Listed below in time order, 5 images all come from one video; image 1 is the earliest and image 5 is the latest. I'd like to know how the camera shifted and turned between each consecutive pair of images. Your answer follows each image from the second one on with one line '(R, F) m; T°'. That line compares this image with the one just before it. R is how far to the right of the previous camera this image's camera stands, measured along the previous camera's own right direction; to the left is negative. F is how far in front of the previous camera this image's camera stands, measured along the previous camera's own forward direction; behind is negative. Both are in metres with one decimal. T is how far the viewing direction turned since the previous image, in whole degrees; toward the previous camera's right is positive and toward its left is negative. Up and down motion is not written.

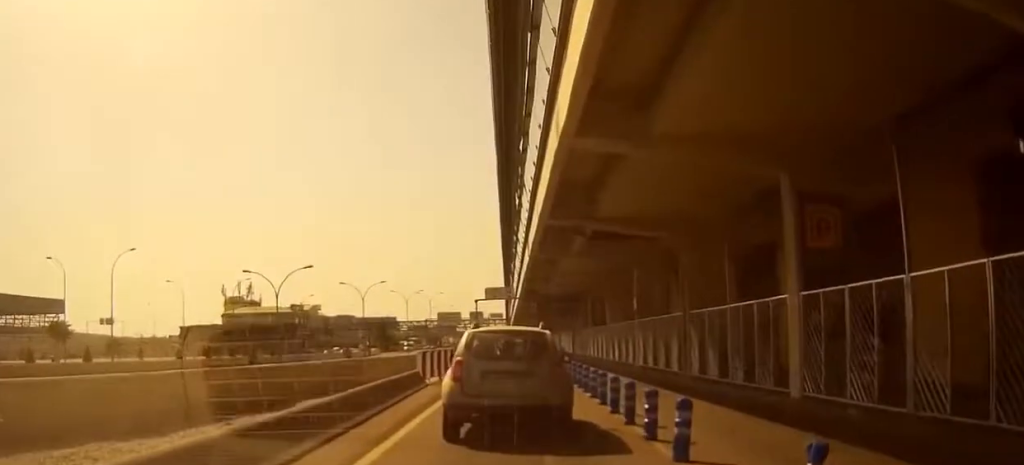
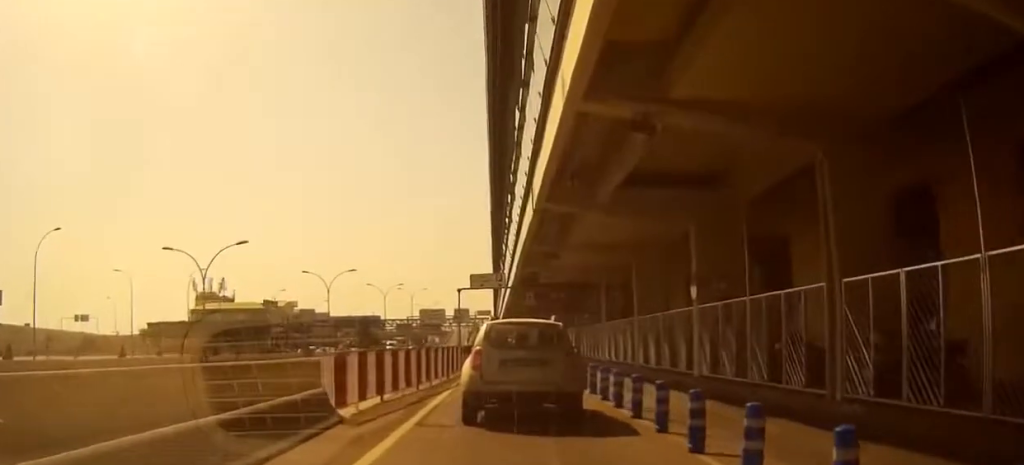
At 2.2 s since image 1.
(-0.6, +14.8) m; -4°
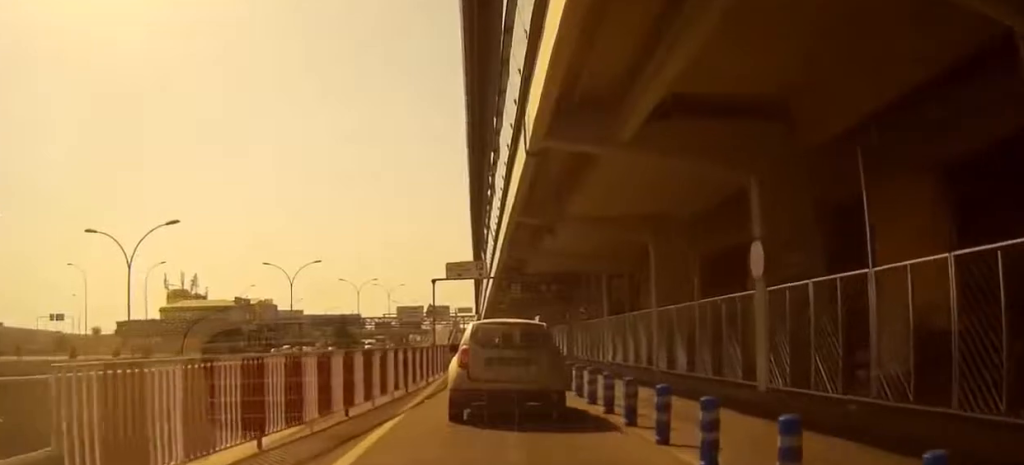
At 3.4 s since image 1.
(+0.3, +8.2) m; +1°
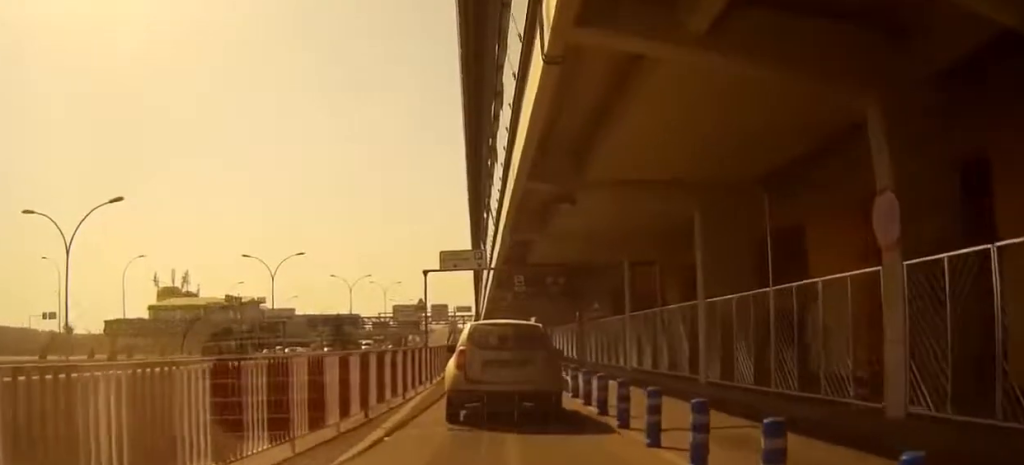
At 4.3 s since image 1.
(0.0, +6.1) m; -2°
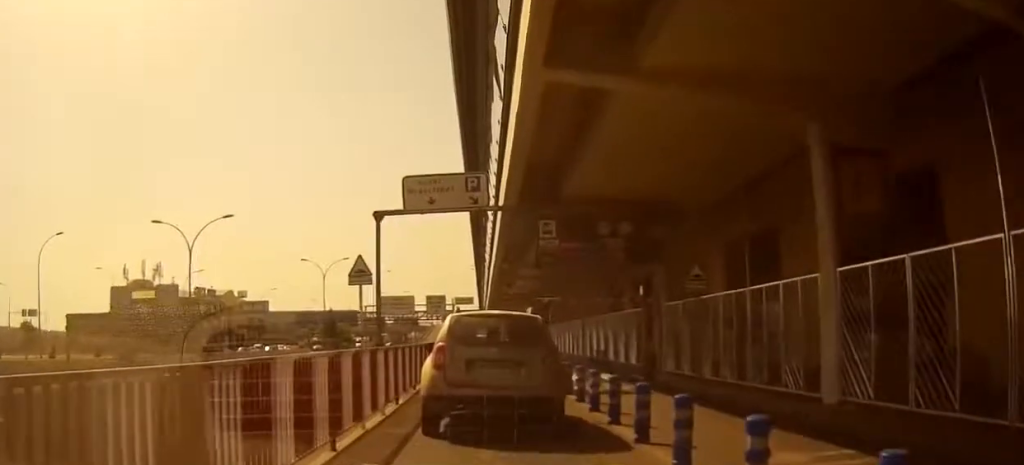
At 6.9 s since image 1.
(-0.5, +16.1) m; -1°
